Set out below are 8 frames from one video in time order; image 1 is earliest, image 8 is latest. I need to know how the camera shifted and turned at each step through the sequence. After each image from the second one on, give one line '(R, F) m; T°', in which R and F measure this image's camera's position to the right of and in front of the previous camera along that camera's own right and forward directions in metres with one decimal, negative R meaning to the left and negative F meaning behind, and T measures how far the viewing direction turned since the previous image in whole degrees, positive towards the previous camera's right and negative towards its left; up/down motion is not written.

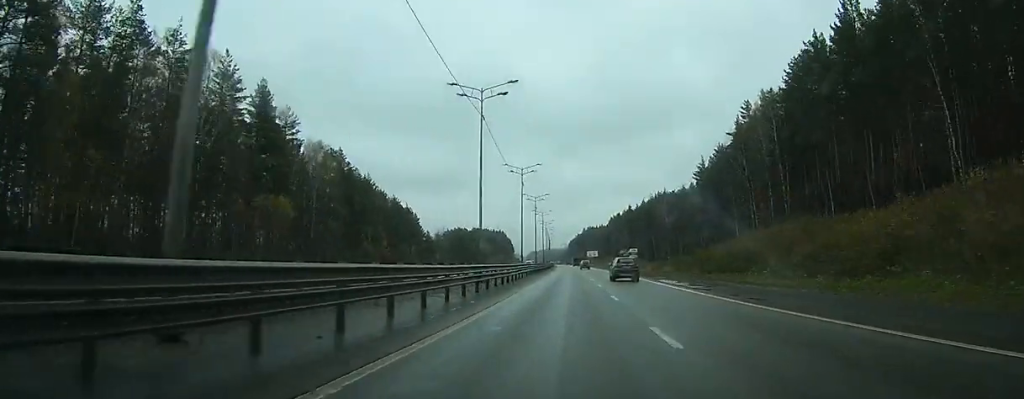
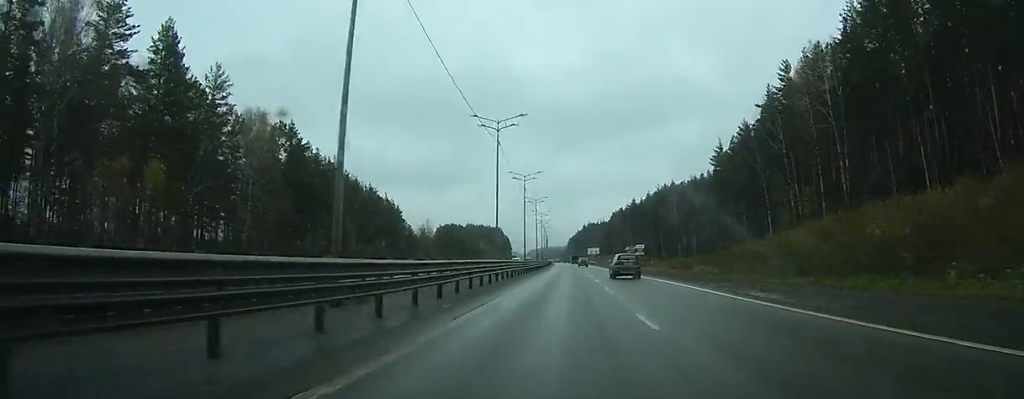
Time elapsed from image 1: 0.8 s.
(+0.1, +21.8) m; 0°
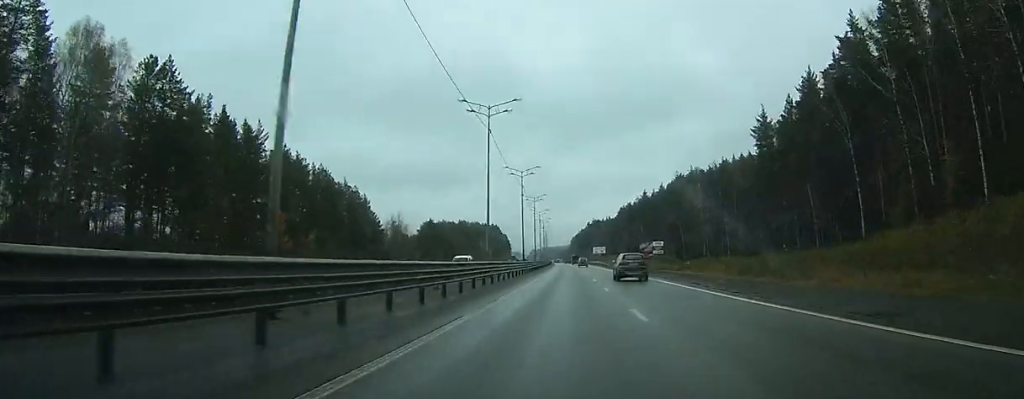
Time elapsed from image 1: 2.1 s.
(0.0, +34.5) m; 0°
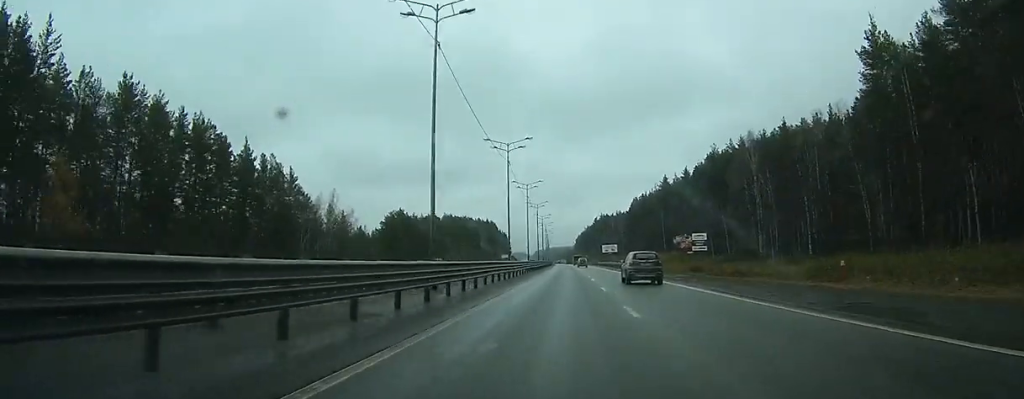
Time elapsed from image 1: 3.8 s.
(-0.3, +47.1) m; -1°
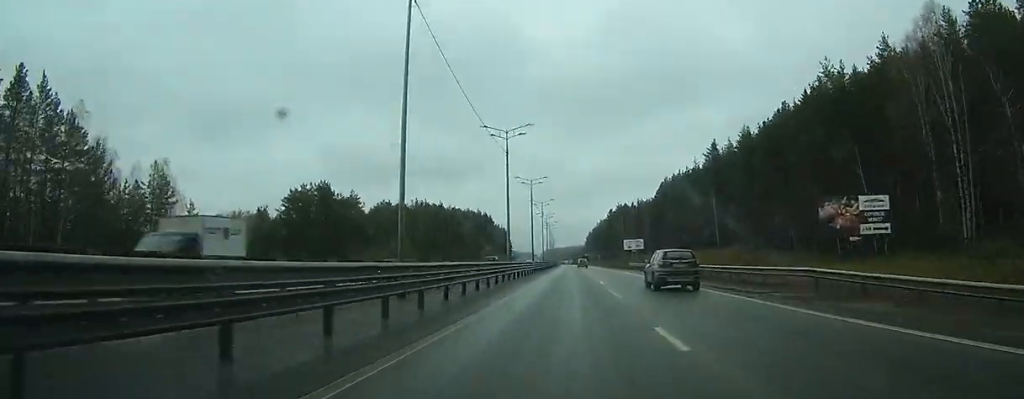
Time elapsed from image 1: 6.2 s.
(-0.3, +64.8) m; -1°
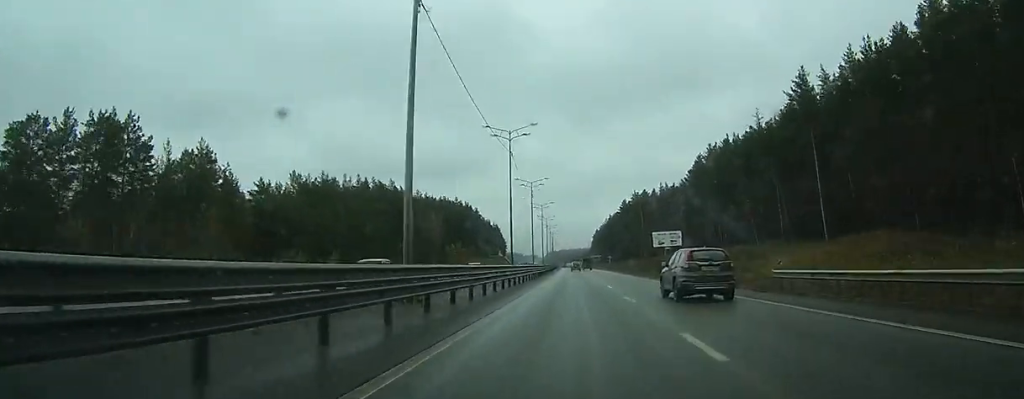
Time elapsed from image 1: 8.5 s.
(-0.6, +61.0) m; -1°
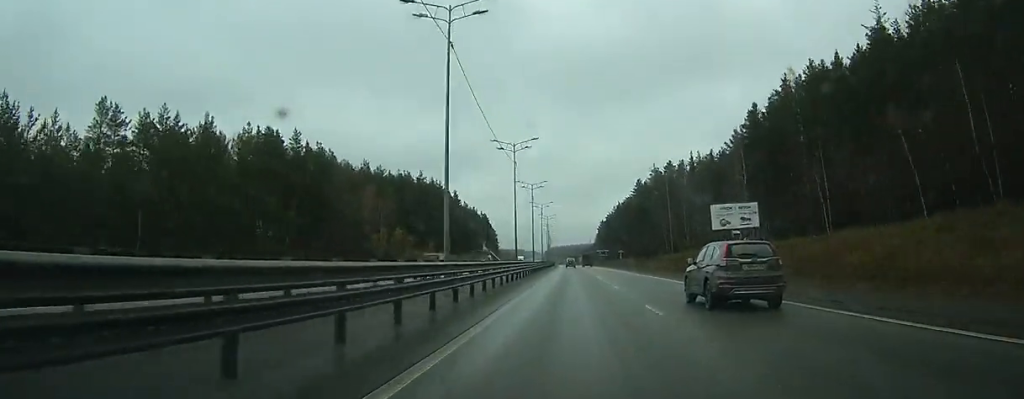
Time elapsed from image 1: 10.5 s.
(-0.3, +53.6) m; -1°
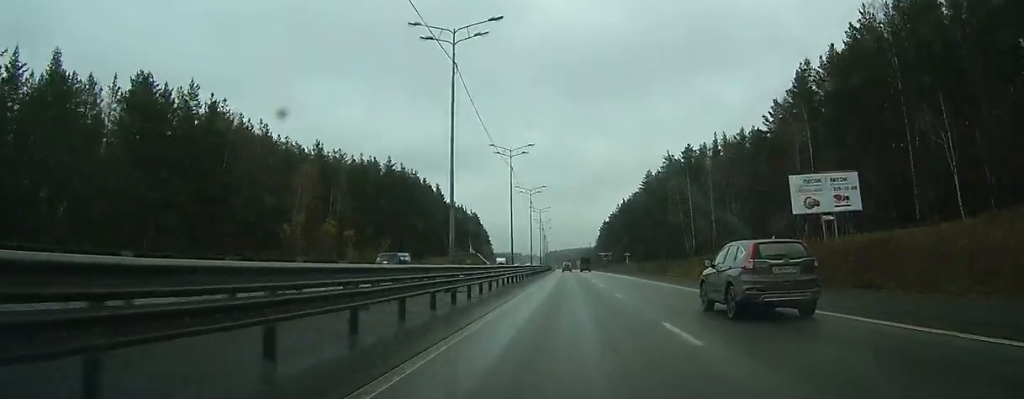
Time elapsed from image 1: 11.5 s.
(-0.1, +28.4) m; 0°
